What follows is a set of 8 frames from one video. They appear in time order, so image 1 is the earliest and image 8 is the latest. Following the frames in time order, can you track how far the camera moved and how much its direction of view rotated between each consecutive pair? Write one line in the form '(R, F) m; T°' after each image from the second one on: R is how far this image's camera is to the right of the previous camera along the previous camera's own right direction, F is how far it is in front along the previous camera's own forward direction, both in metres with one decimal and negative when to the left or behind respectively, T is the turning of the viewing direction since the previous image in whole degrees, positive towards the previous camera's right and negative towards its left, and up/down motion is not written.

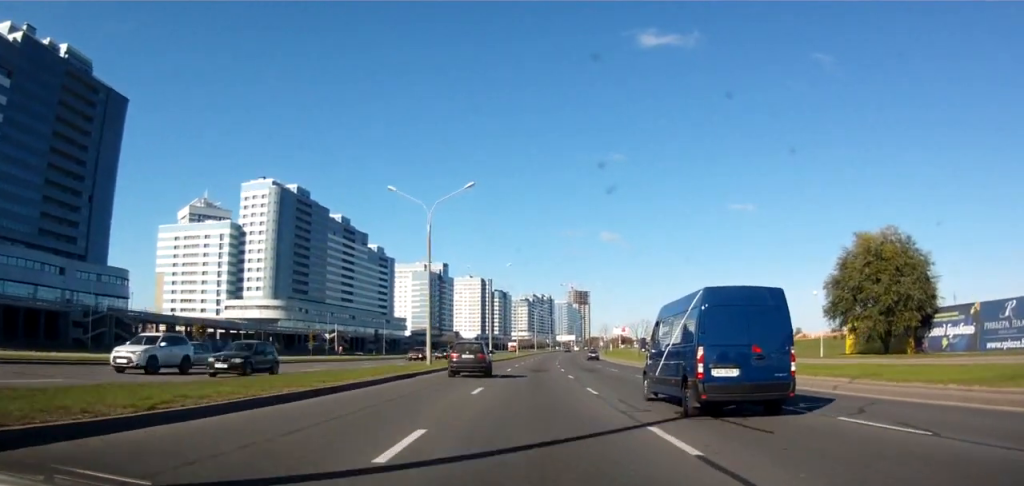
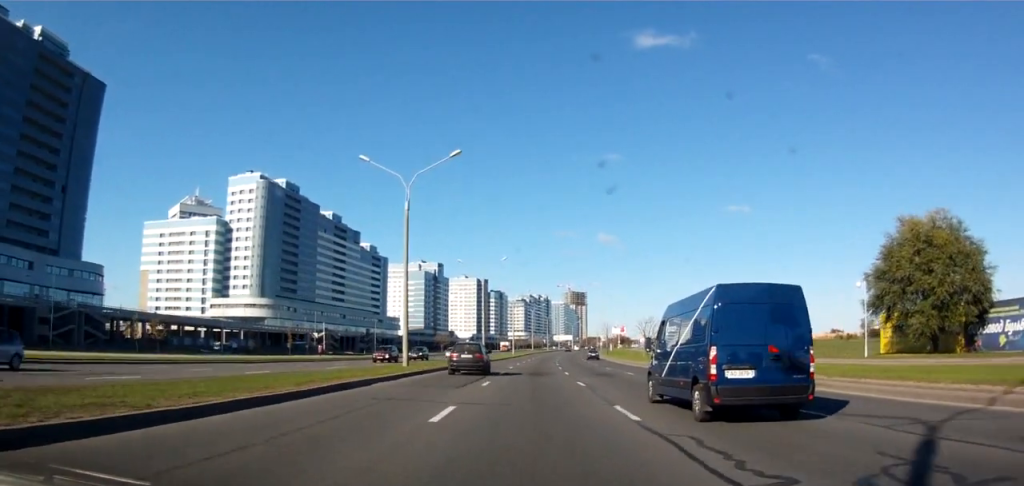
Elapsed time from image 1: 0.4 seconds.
(+0.1, +8.1) m; +1°
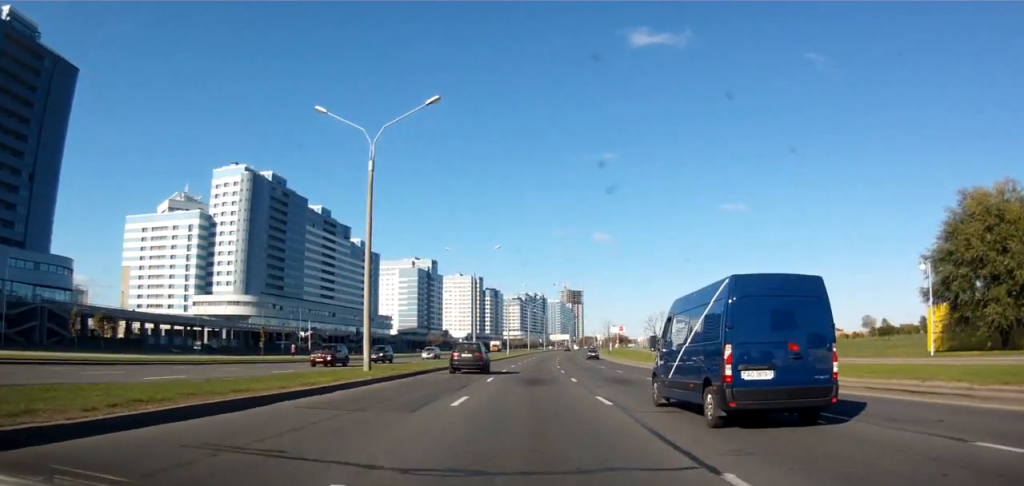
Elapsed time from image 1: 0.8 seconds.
(0.0, +8.9) m; +1°
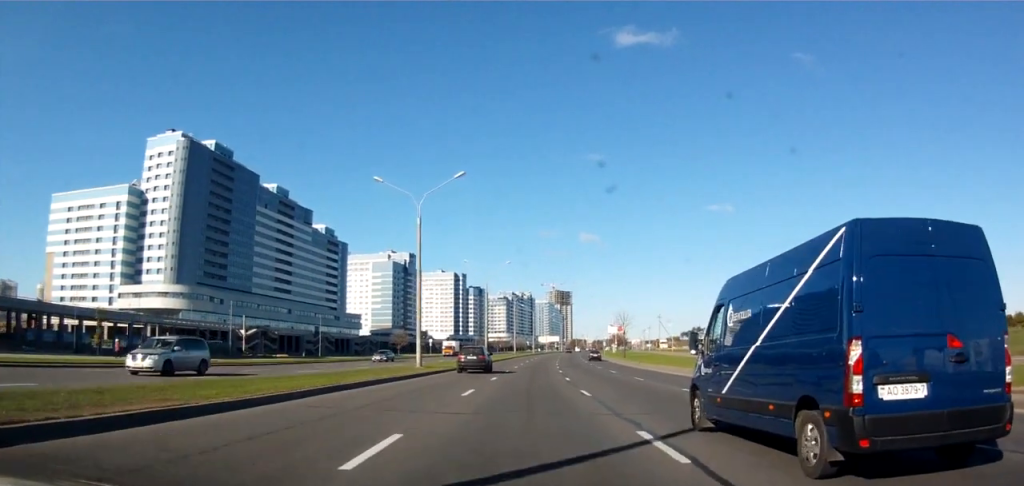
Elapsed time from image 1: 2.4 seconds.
(+0.6, +32.3) m; +1°
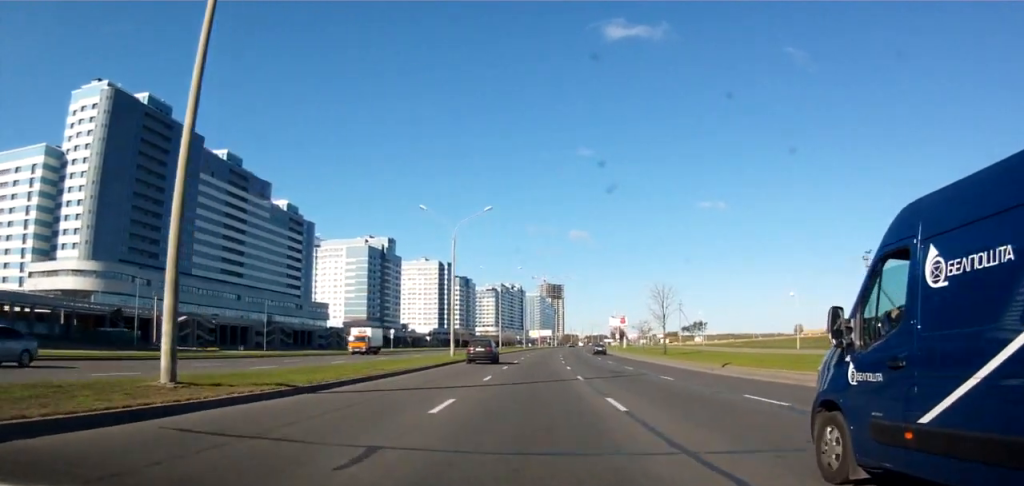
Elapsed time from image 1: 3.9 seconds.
(0.0, +30.3) m; 0°
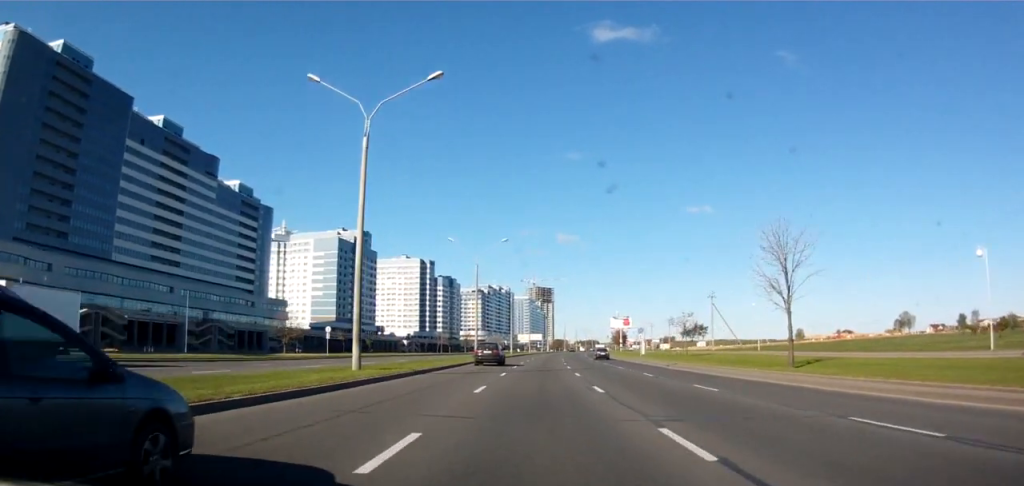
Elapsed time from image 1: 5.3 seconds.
(+0.2, +29.3) m; +1°
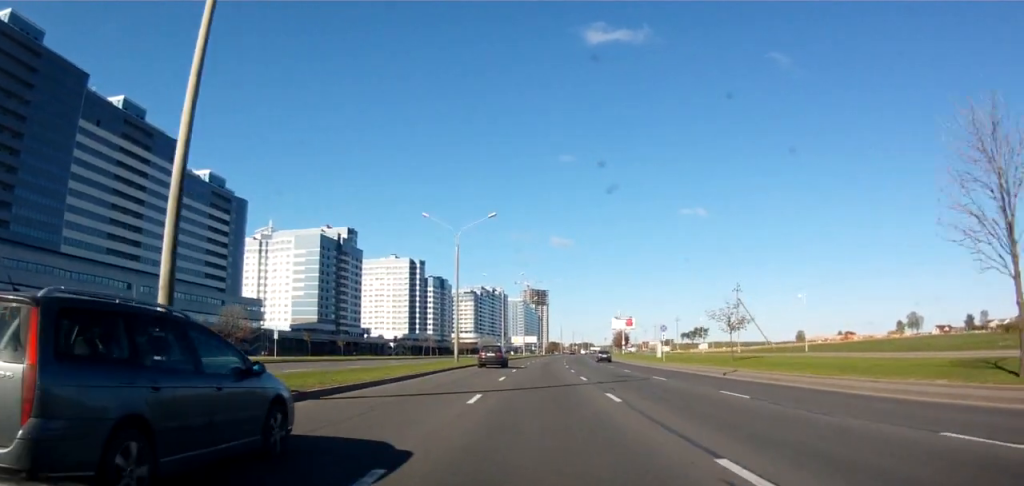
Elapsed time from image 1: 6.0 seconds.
(+0.2, +14.3) m; 0°
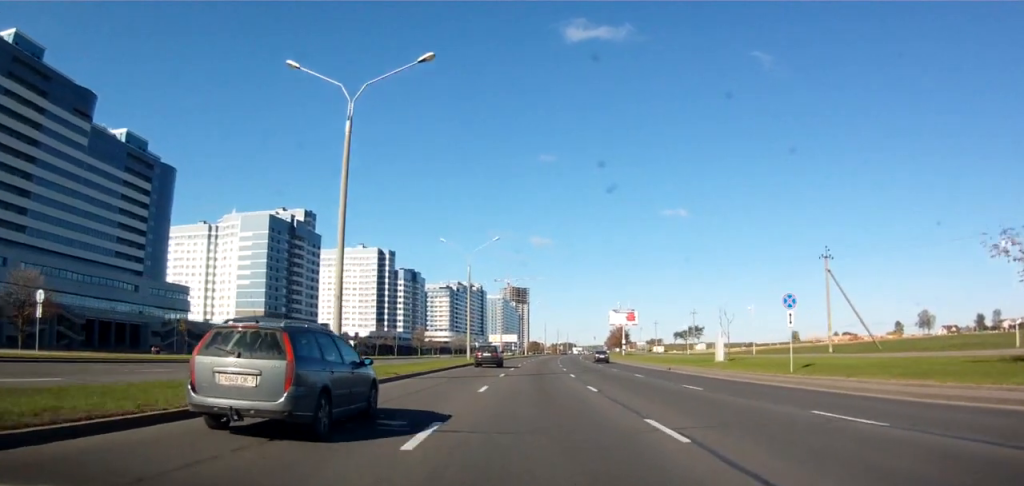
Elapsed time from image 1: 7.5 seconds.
(+0.4, +31.5) m; +3°
